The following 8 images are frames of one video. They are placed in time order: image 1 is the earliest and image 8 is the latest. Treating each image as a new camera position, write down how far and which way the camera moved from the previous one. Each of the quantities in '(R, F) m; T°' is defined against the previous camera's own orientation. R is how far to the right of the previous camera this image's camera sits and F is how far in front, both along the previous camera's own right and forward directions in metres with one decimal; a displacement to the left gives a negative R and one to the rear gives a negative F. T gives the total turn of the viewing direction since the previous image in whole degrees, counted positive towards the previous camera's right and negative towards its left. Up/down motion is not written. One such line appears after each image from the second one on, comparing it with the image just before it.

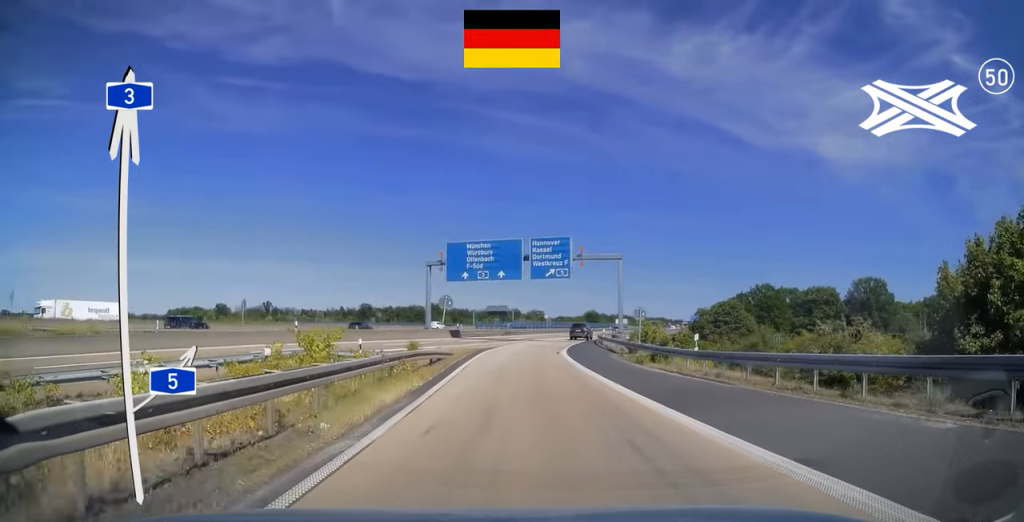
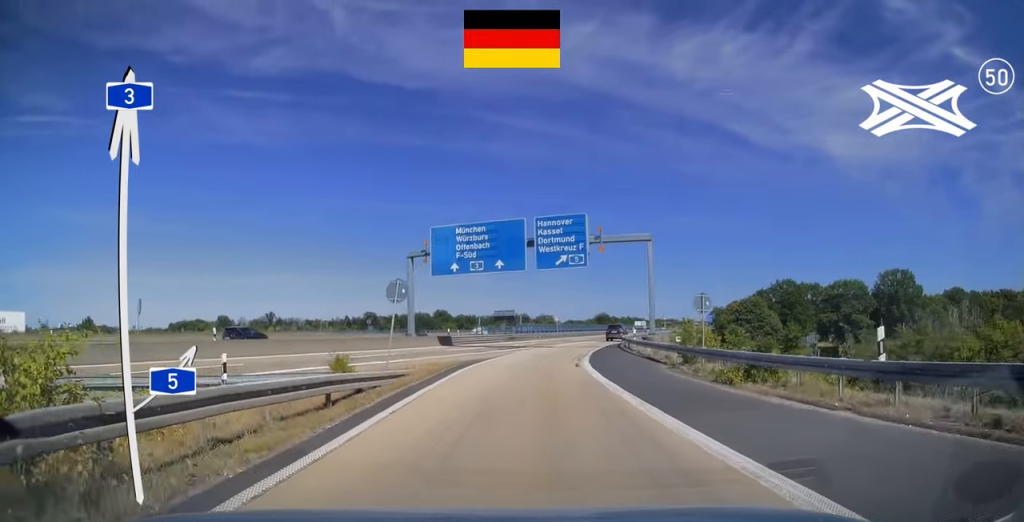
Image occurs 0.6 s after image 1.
(-0.7, +11.4) m; -2°
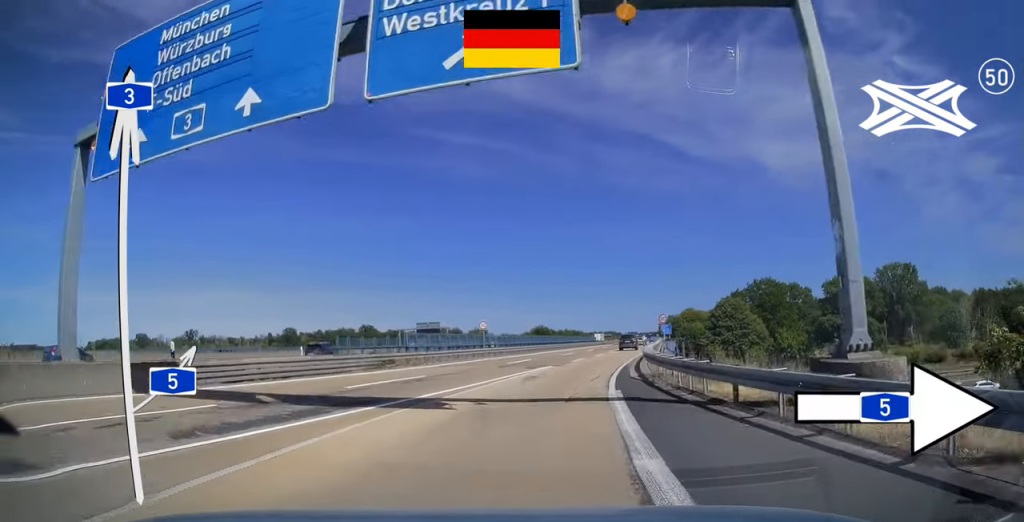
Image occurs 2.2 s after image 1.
(+0.7, +32.5) m; +4°
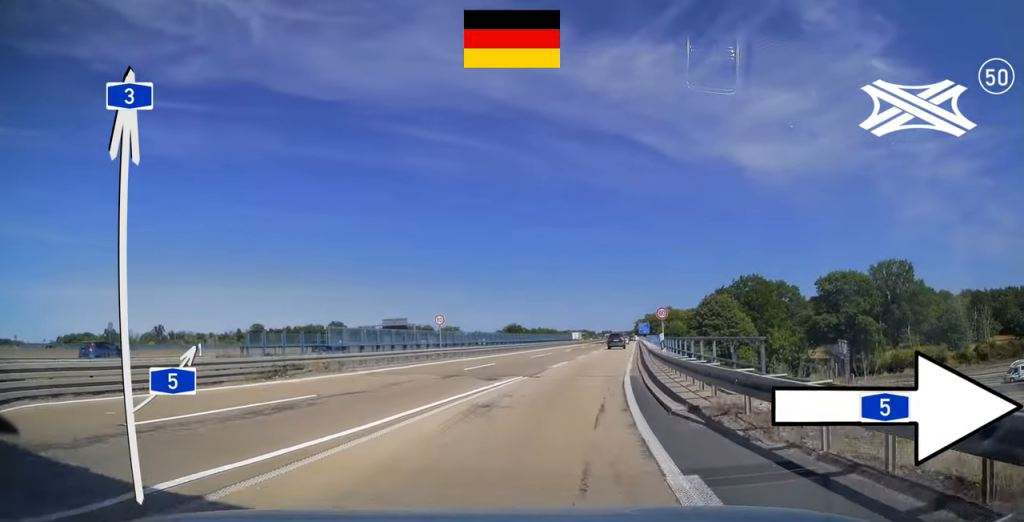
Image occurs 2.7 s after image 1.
(-0.1, +9.3) m; +2°
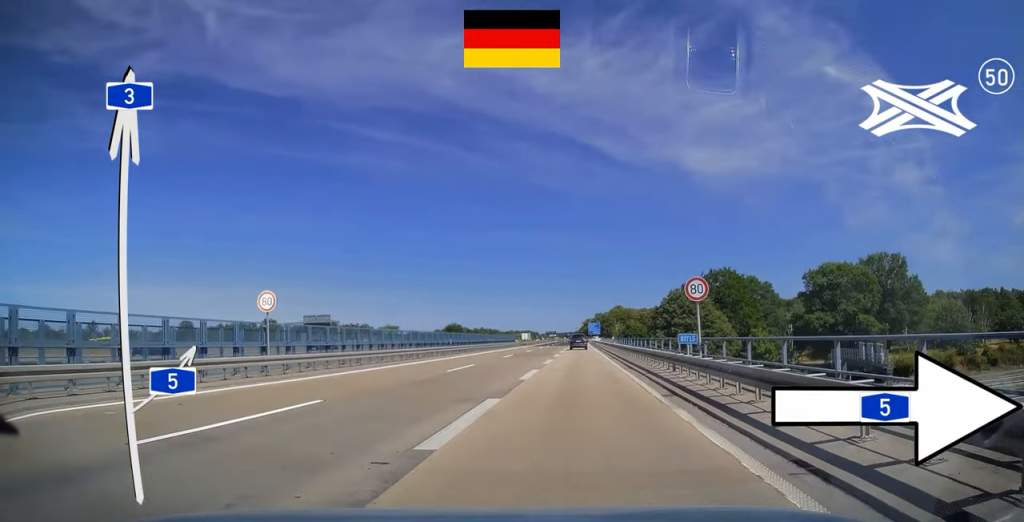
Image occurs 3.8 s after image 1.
(+0.9, +19.6) m; +4°
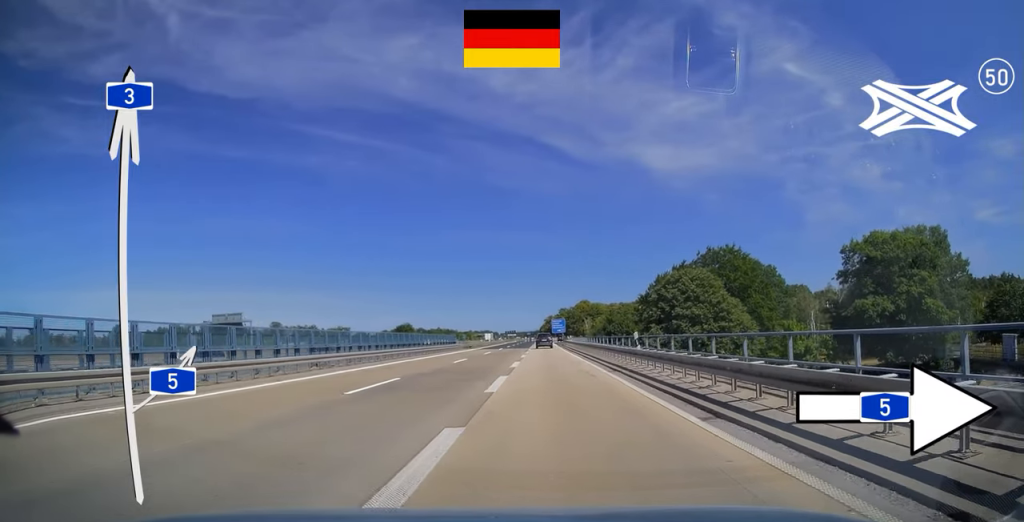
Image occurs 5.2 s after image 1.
(+1.4, +27.8) m; +5°
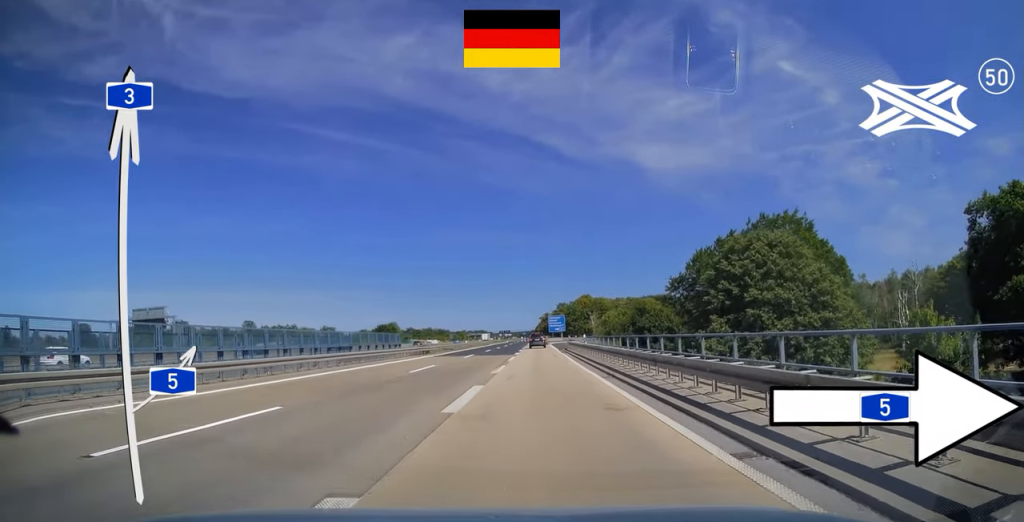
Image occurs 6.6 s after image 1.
(+0.7, +28.0) m; +1°
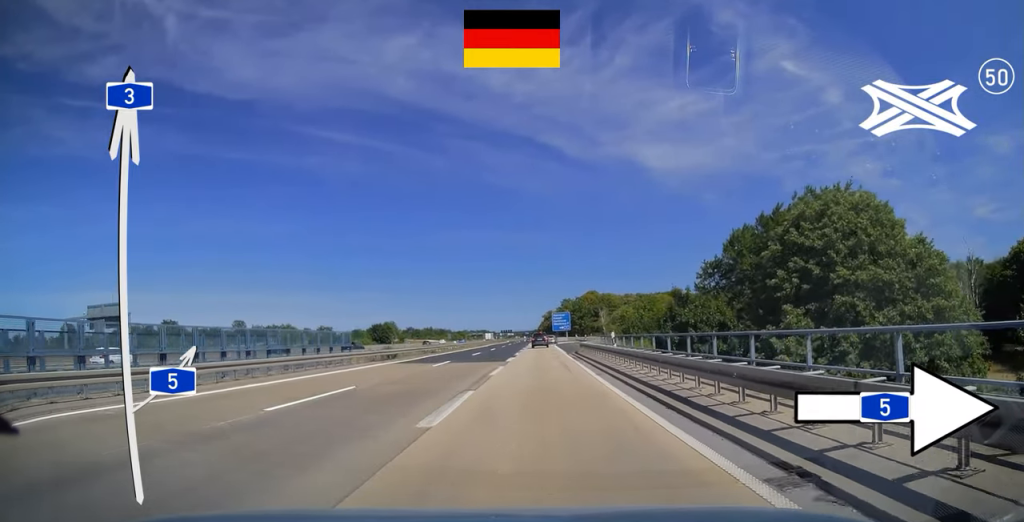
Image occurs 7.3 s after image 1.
(0.0, +13.8) m; -1°
